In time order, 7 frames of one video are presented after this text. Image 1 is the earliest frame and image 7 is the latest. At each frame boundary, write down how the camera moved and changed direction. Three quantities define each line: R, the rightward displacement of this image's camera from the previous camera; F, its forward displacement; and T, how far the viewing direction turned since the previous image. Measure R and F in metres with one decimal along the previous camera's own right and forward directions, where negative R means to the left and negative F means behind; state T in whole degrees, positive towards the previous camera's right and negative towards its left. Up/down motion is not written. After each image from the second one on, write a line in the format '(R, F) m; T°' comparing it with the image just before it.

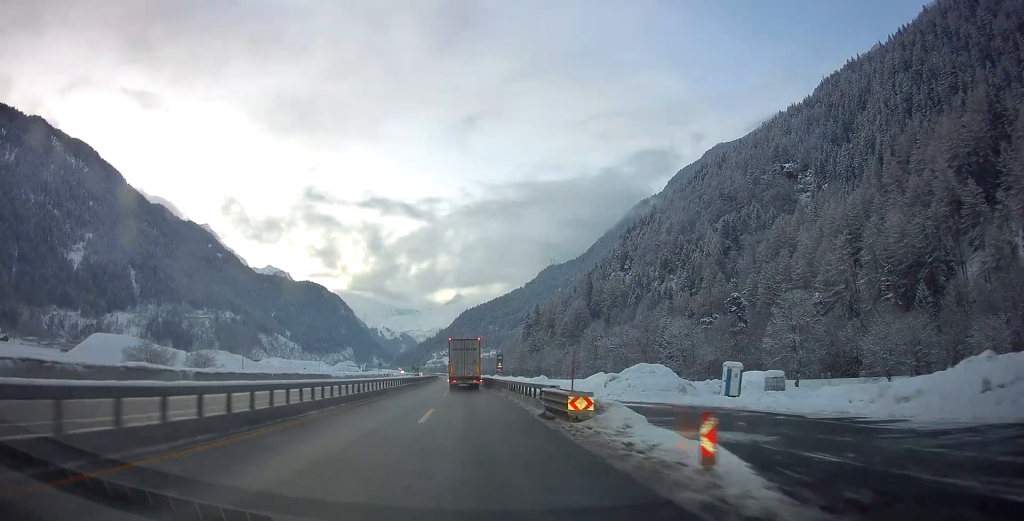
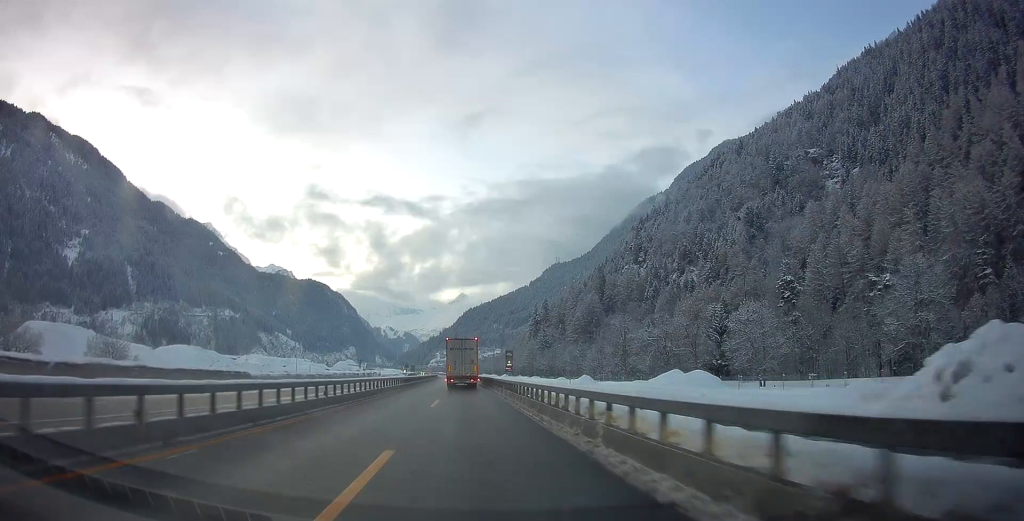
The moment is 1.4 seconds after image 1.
(+0.1, +29.2) m; 0°
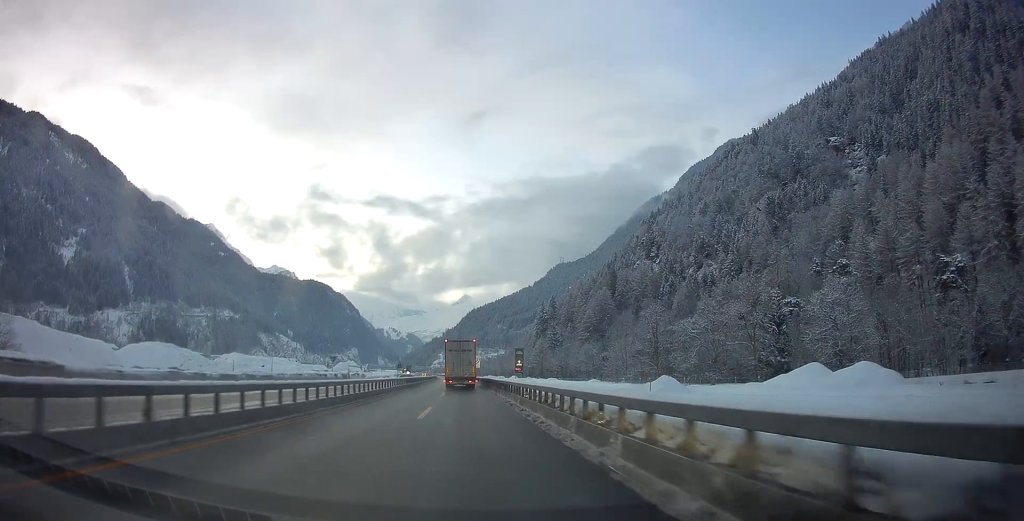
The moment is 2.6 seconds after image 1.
(-0.2, +23.7) m; -2°
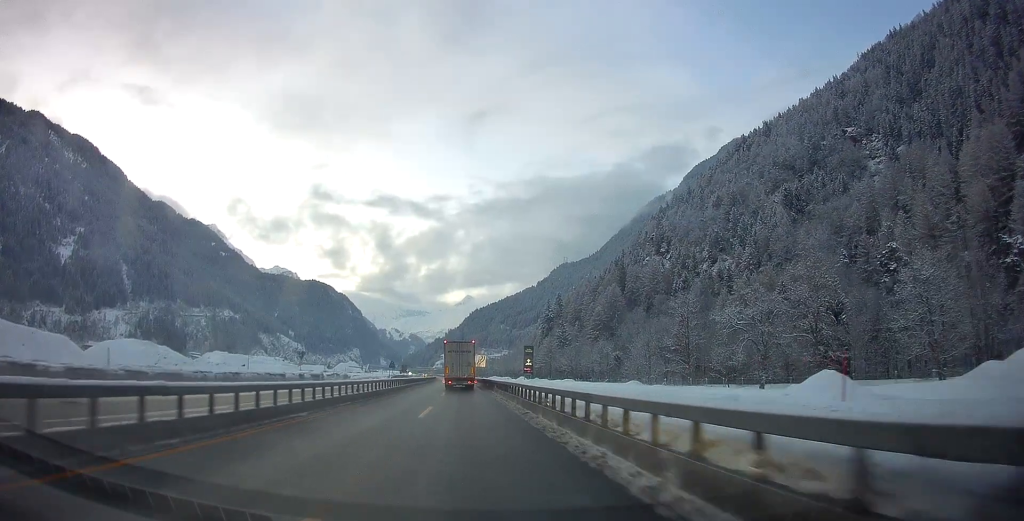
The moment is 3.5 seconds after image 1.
(-0.3, +17.7) m; -1°
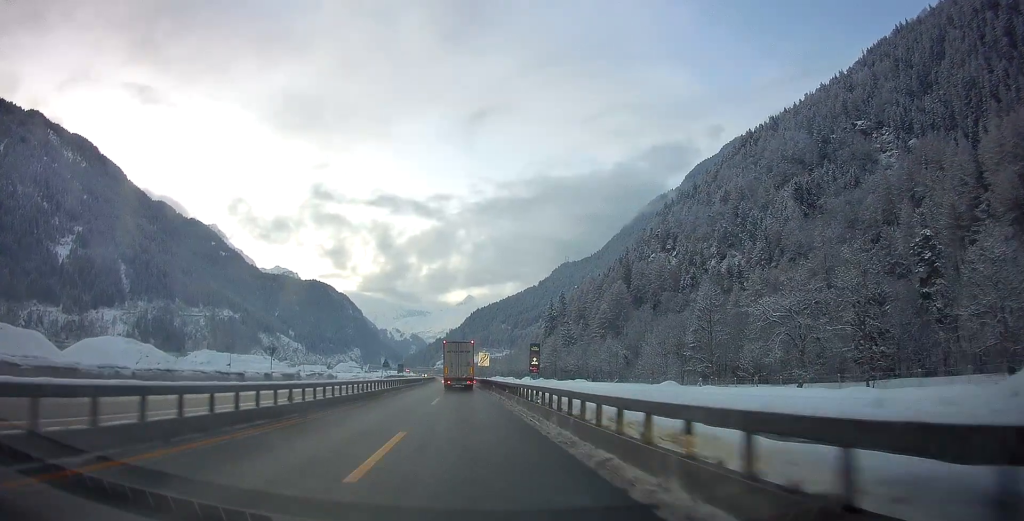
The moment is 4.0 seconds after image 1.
(0.0, +10.3) m; +1°
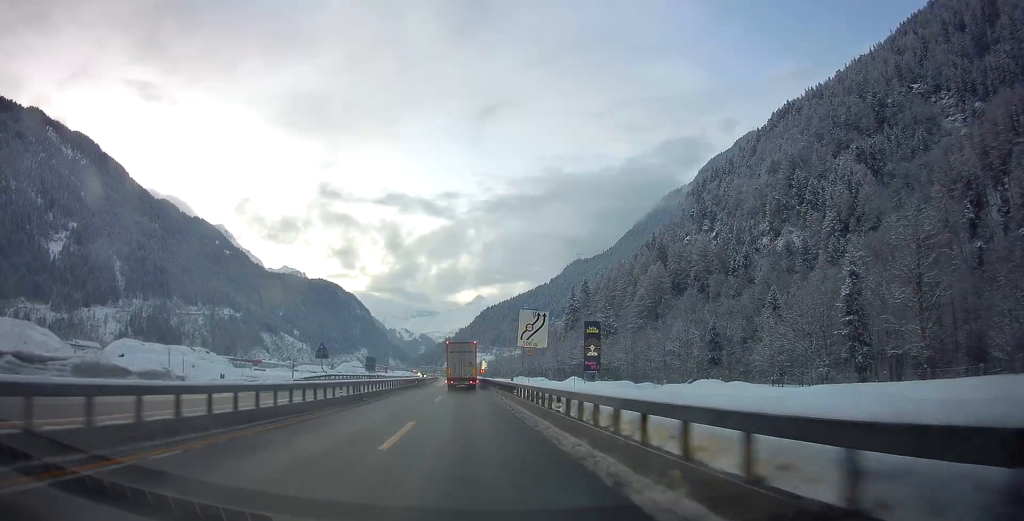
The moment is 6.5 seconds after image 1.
(-0.1, +53.1) m; -1°
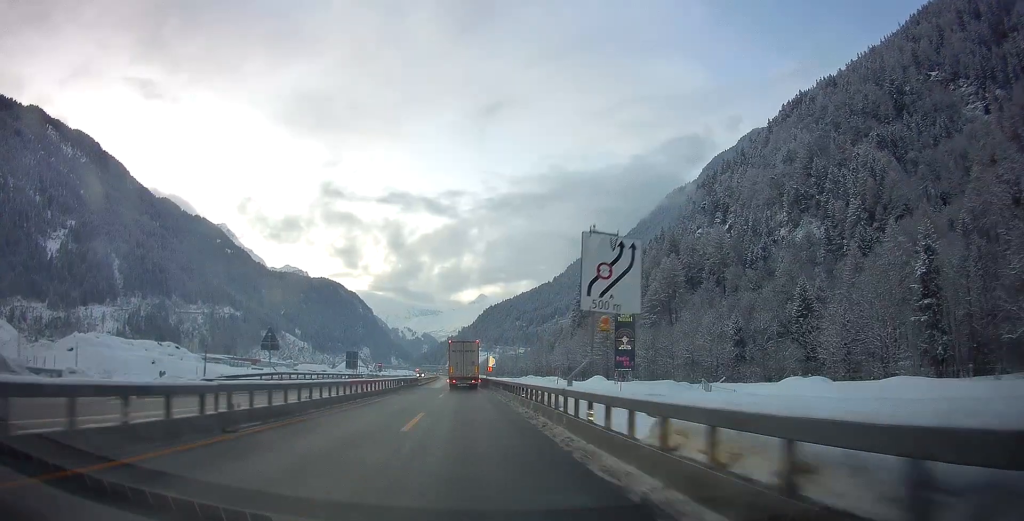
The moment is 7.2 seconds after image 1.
(0.0, +14.9) m; 0°
